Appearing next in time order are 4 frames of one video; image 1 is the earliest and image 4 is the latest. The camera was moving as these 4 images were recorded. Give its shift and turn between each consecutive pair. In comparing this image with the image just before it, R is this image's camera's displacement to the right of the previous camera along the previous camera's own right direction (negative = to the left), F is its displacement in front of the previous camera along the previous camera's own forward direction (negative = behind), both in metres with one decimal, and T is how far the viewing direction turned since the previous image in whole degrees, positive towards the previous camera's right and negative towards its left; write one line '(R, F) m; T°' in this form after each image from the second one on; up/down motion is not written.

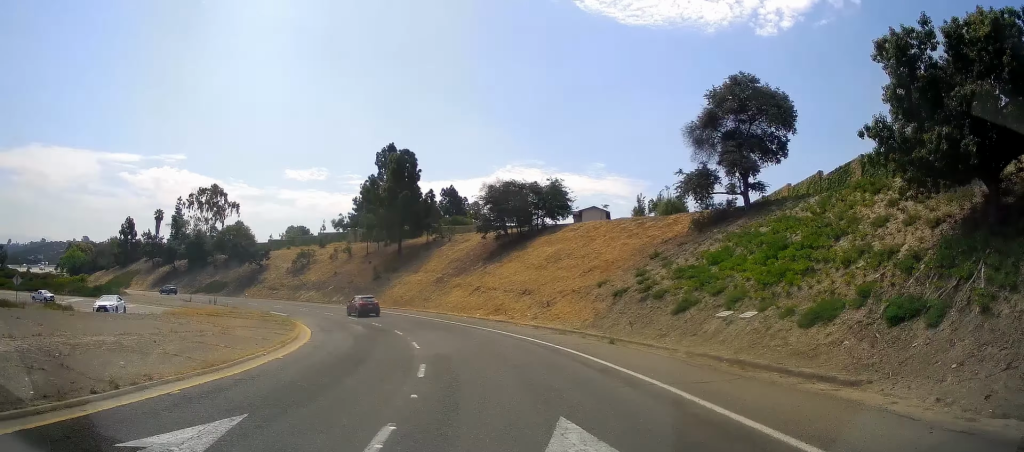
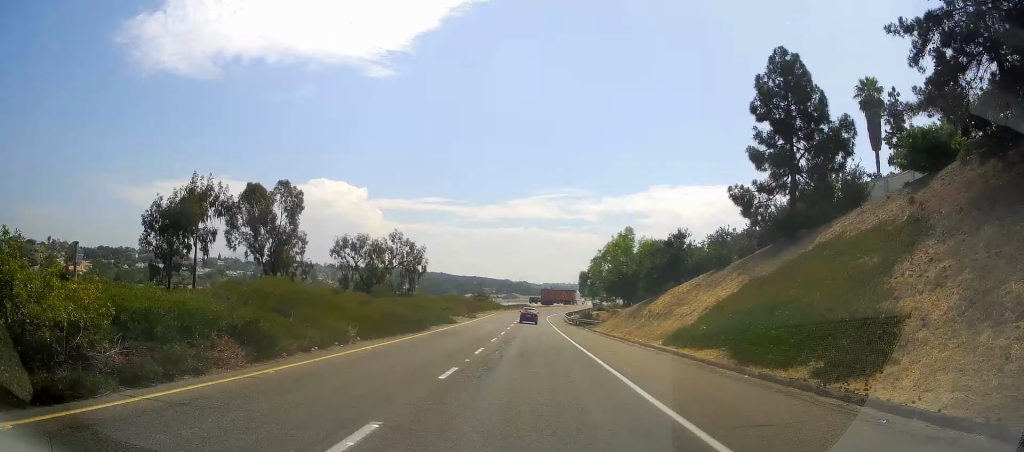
(-74.7, +94.6) m; -58°
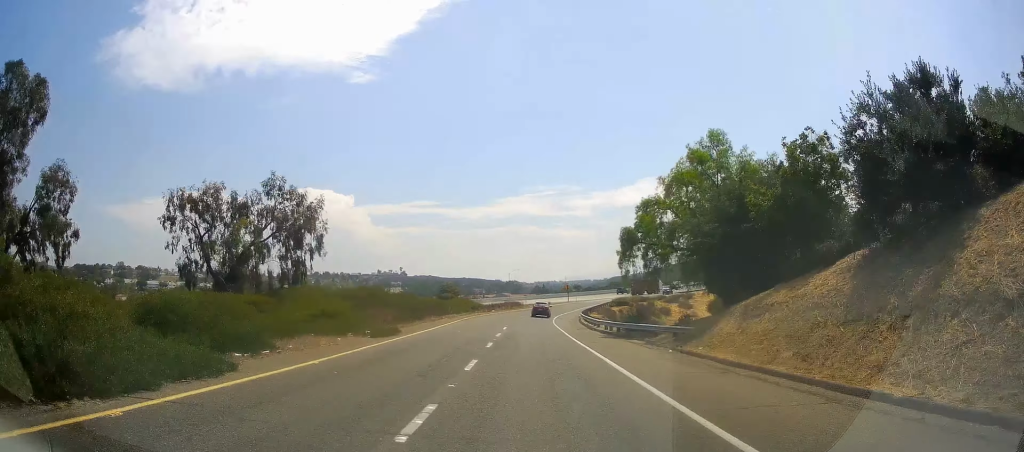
(+0.3, +34.4) m; +1°
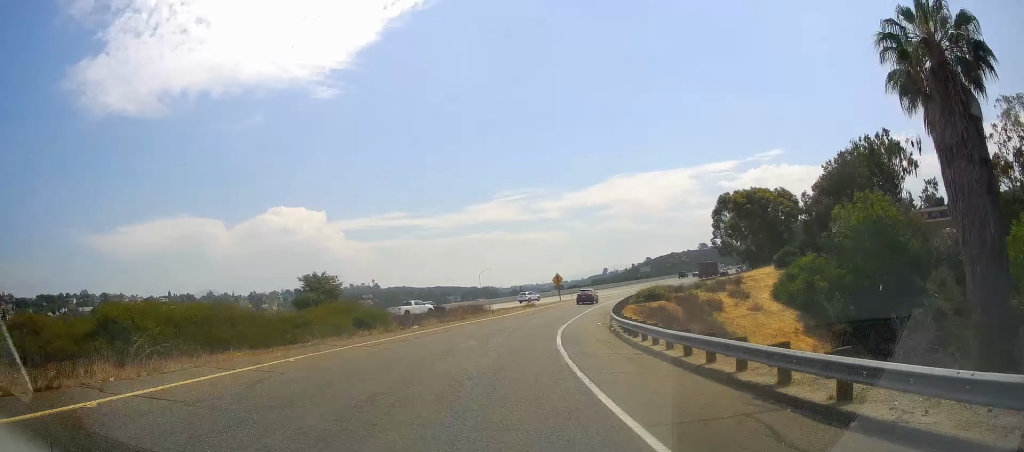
(+0.4, +35.3) m; +4°
